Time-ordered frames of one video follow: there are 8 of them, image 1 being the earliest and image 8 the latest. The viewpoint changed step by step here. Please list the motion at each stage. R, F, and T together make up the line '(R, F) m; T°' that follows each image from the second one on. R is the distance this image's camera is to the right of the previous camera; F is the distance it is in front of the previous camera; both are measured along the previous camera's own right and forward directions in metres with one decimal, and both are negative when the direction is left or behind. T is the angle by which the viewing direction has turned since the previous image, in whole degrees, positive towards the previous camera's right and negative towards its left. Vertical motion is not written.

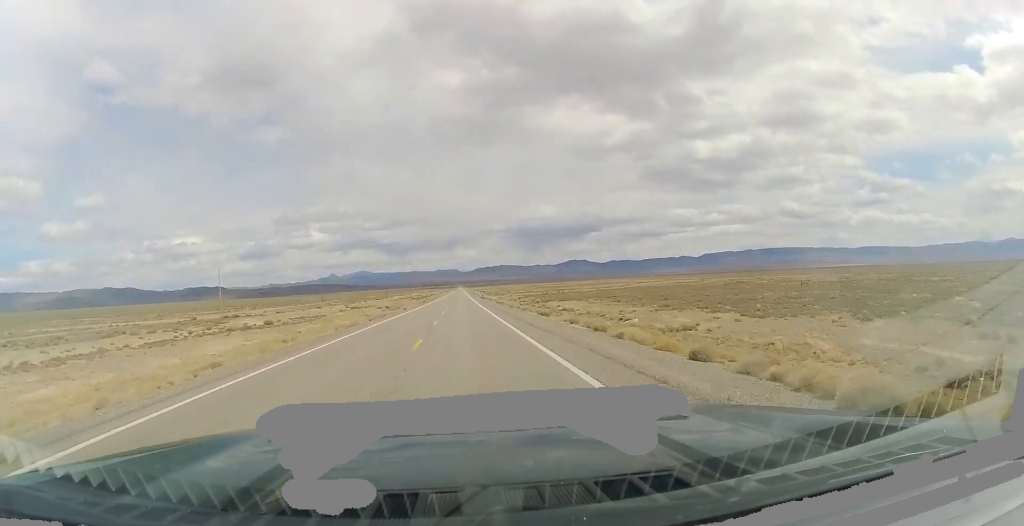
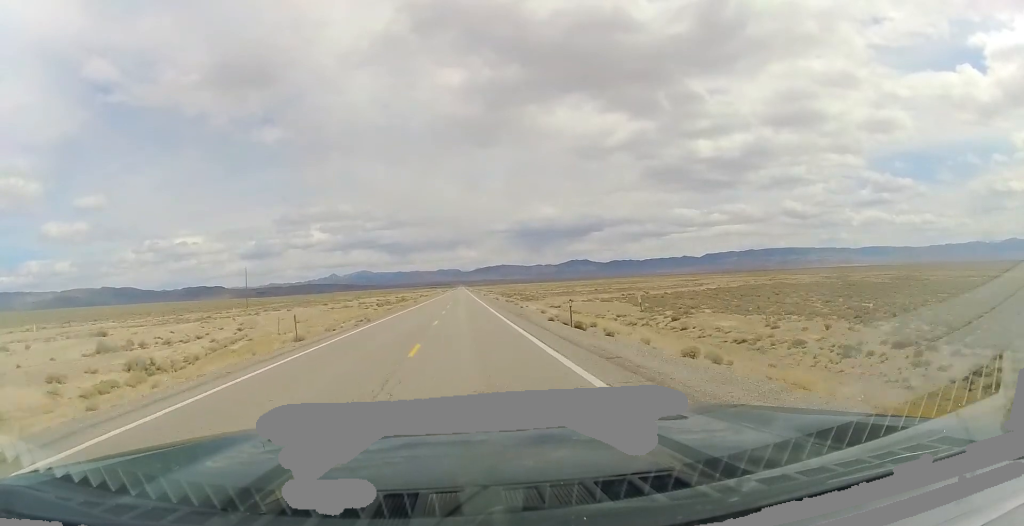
(+0.9, +87.6) m; +1°
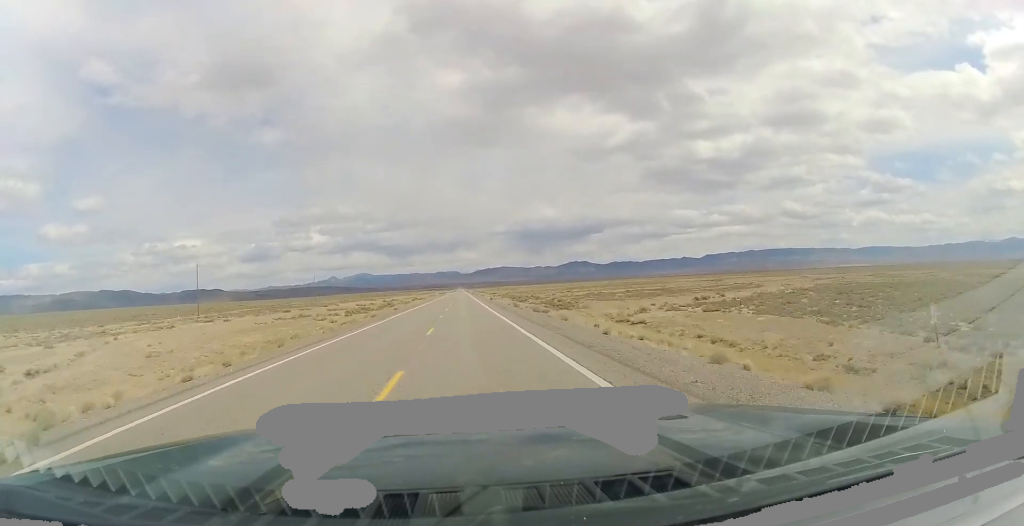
(0.0, +30.1) m; 0°
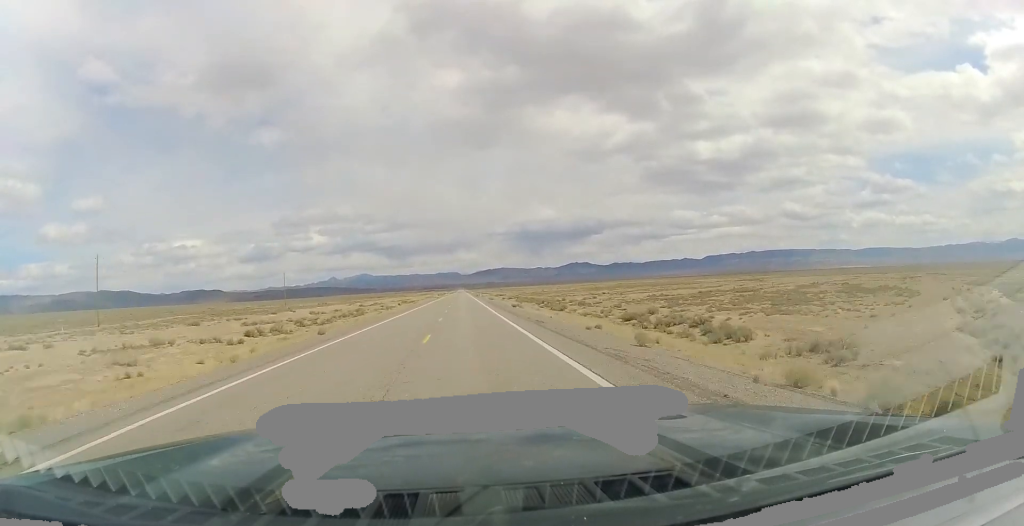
(0.0, +39.8) m; 0°
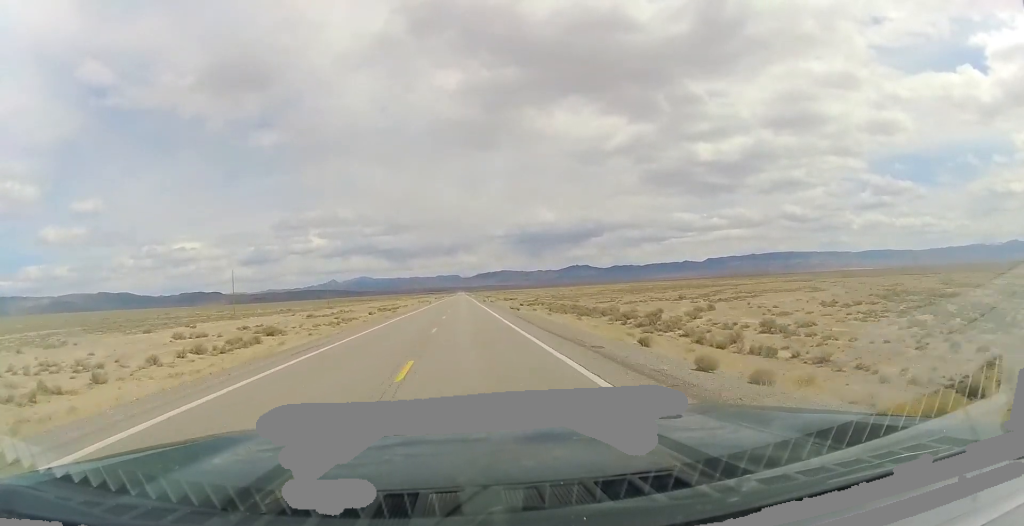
(-0.1, +43.9) m; 0°
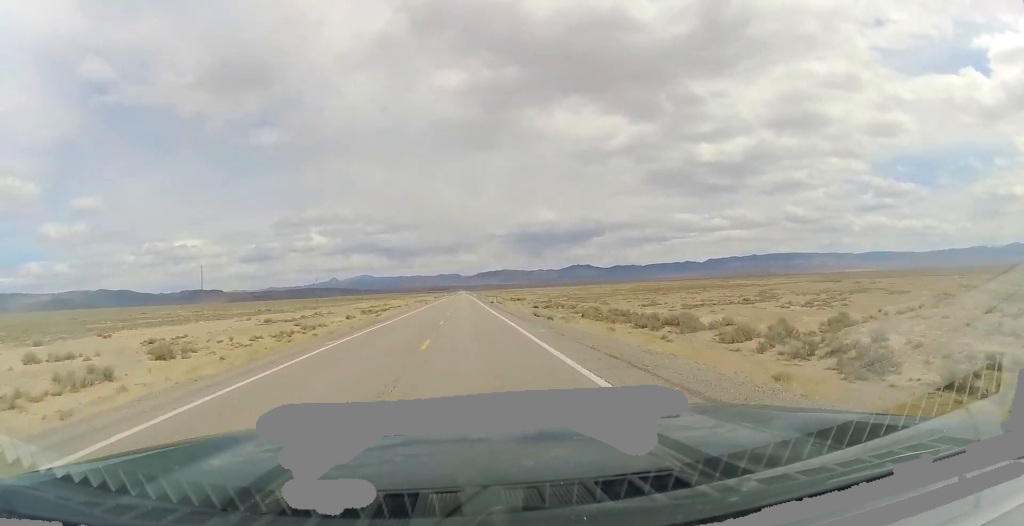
(0.0, +19.2) m; 0°
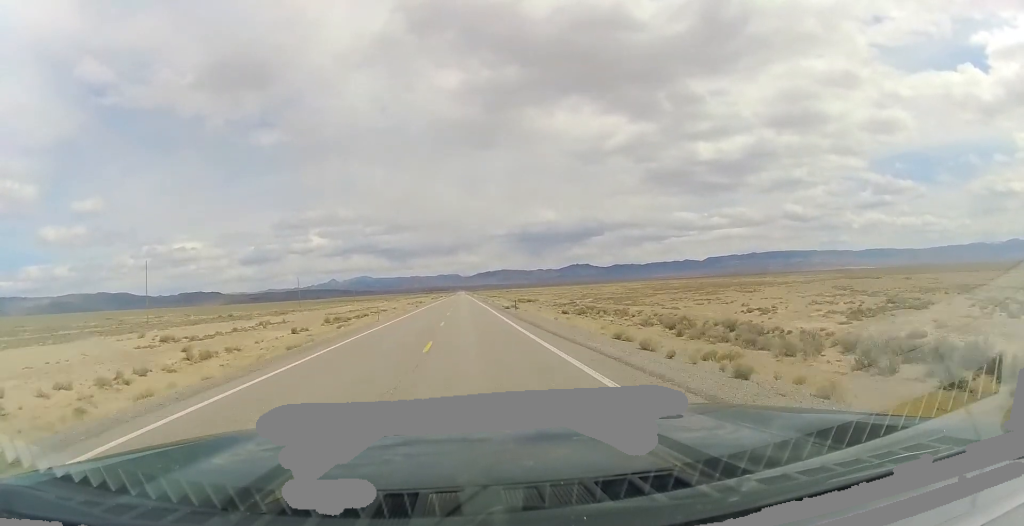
(0.0, +24.6) m; 0°
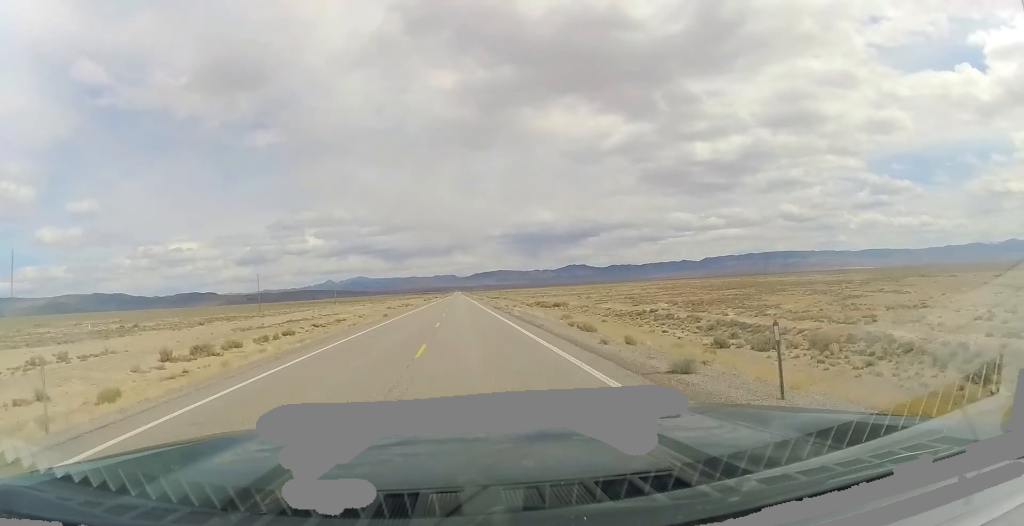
(0.0, +38.4) m; 0°
